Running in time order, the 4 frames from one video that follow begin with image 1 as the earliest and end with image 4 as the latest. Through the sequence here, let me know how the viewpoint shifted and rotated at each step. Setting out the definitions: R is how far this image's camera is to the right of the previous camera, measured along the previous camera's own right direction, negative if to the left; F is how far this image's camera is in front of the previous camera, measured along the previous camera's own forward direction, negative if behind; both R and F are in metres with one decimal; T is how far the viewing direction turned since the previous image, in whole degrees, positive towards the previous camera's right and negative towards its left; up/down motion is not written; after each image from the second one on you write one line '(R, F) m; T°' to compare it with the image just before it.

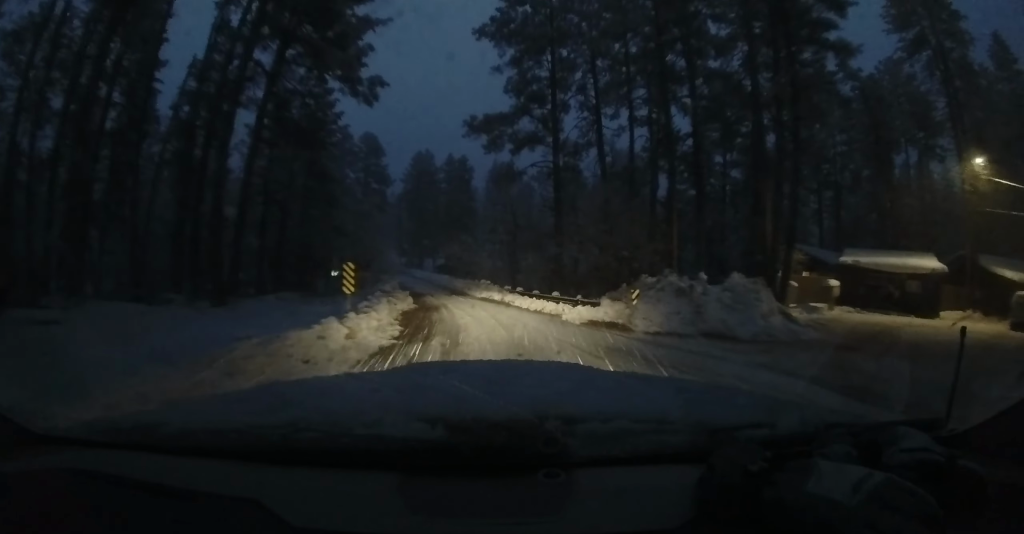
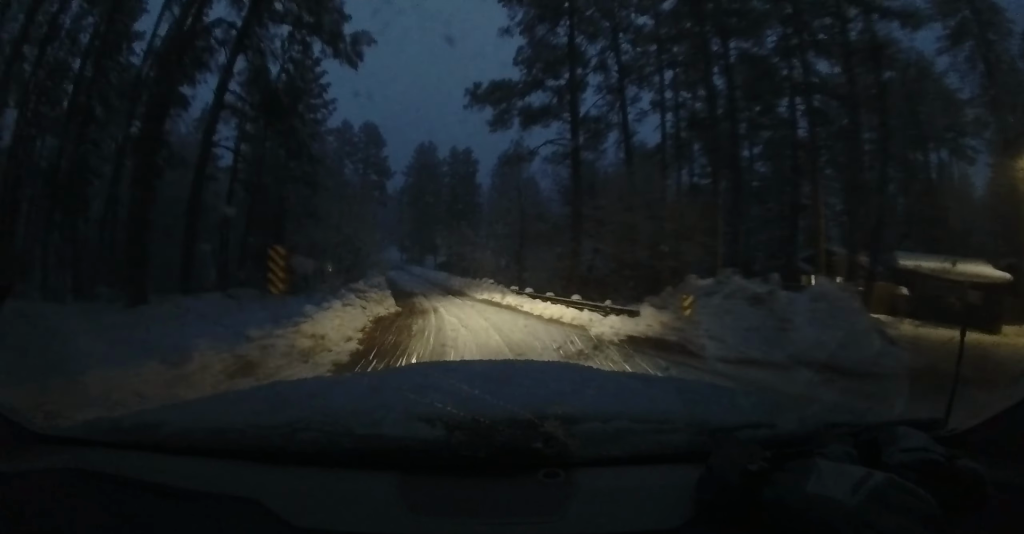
(0.0, +3.8) m; 0°
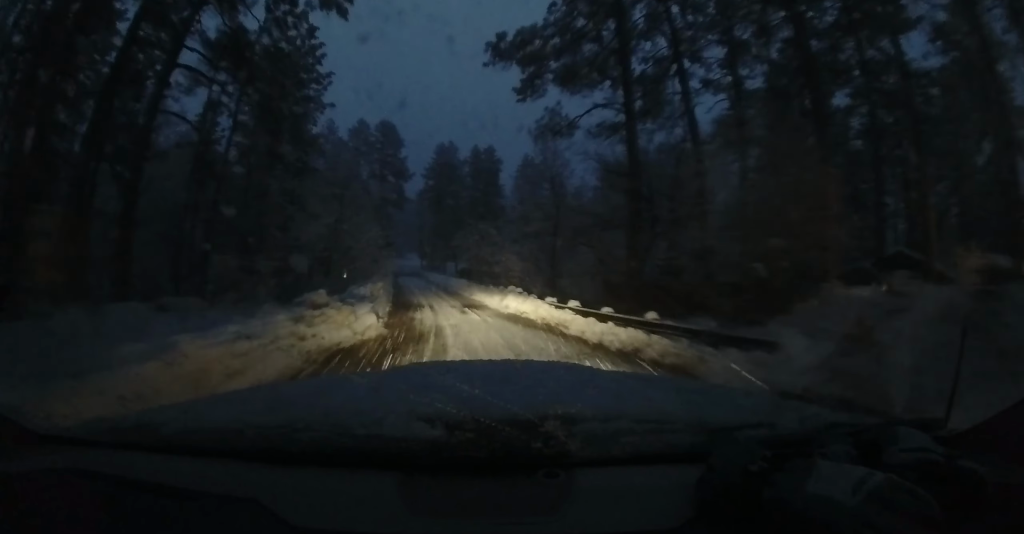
(0.0, +4.4) m; 0°
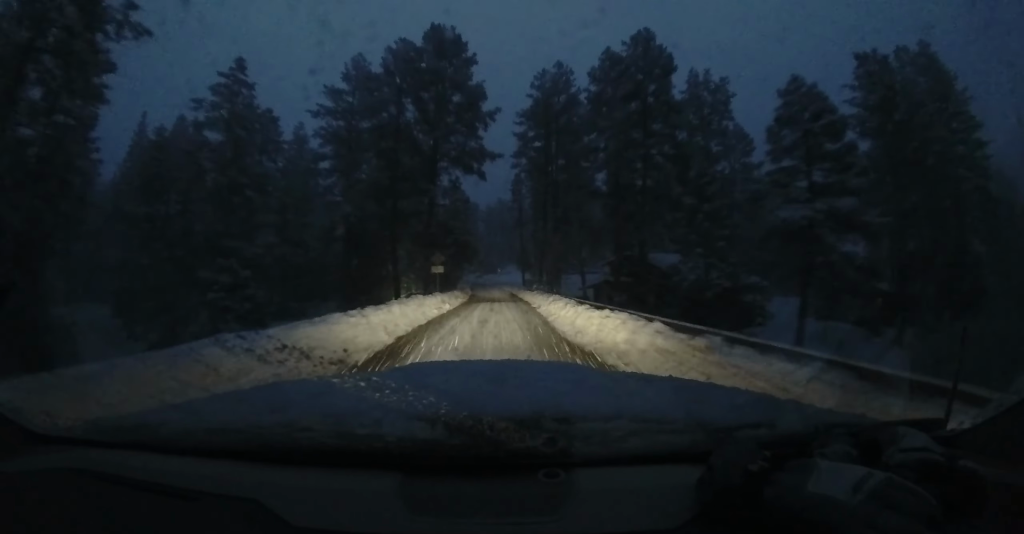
(-4.4, +32.3) m; -13°
